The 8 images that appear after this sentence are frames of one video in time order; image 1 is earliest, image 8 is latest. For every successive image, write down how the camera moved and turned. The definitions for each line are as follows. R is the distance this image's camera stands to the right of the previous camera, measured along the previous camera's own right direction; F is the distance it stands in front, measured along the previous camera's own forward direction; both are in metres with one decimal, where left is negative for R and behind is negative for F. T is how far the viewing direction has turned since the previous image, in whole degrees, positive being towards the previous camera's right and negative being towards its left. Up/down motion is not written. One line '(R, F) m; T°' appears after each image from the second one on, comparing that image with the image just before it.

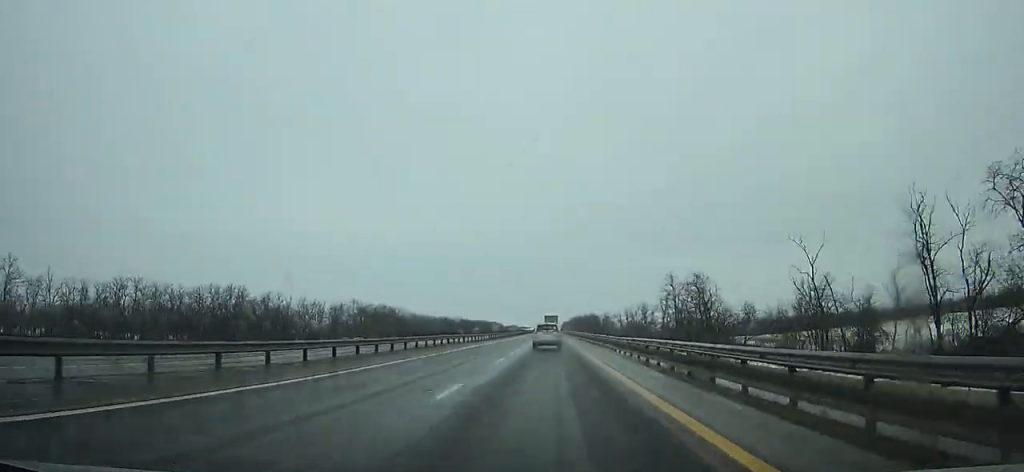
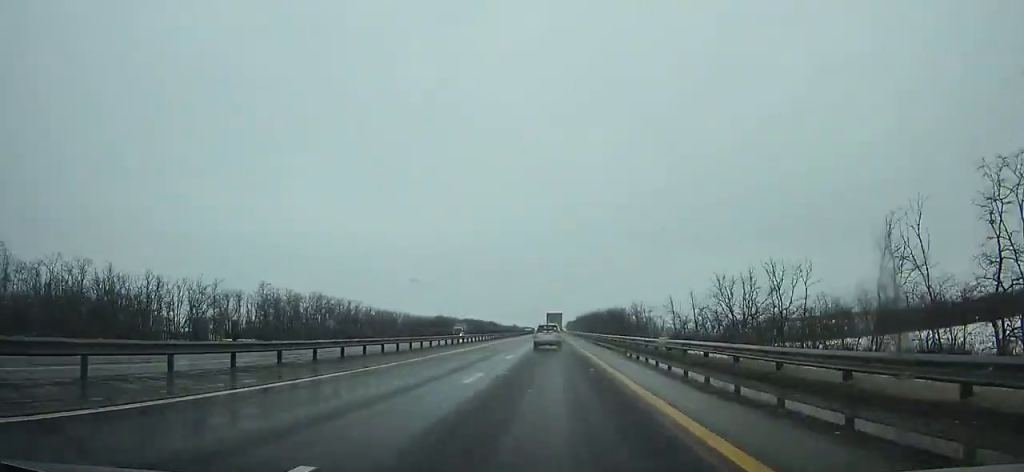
(0.0, +78.8) m; 0°
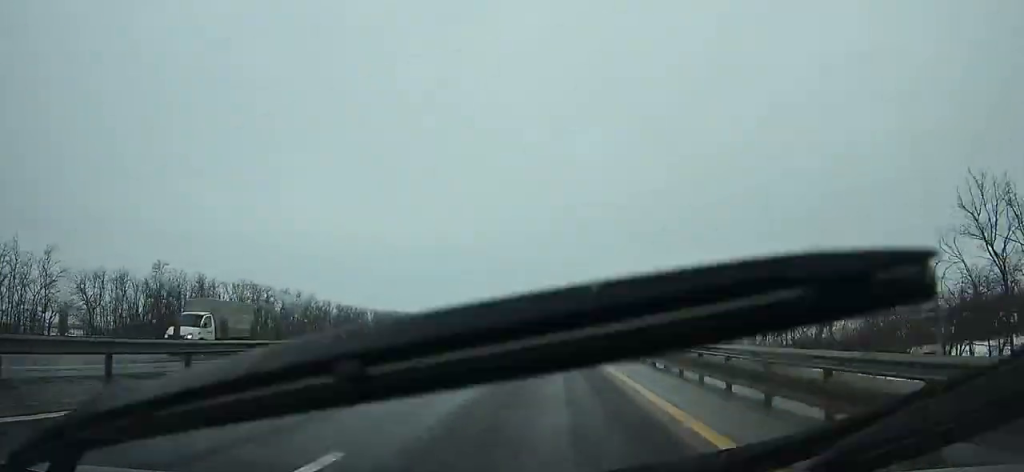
(0.0, +47.6) m; 0°
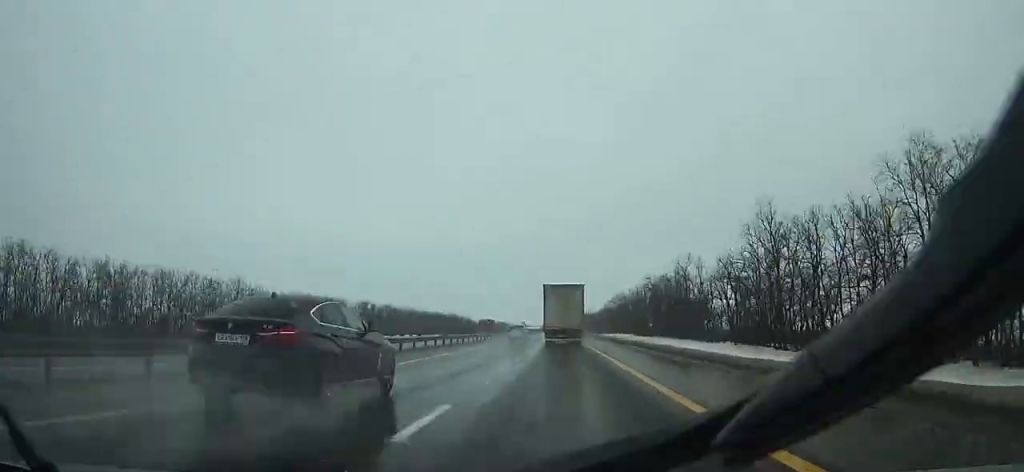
(-1.6, +249.2) m; -1°
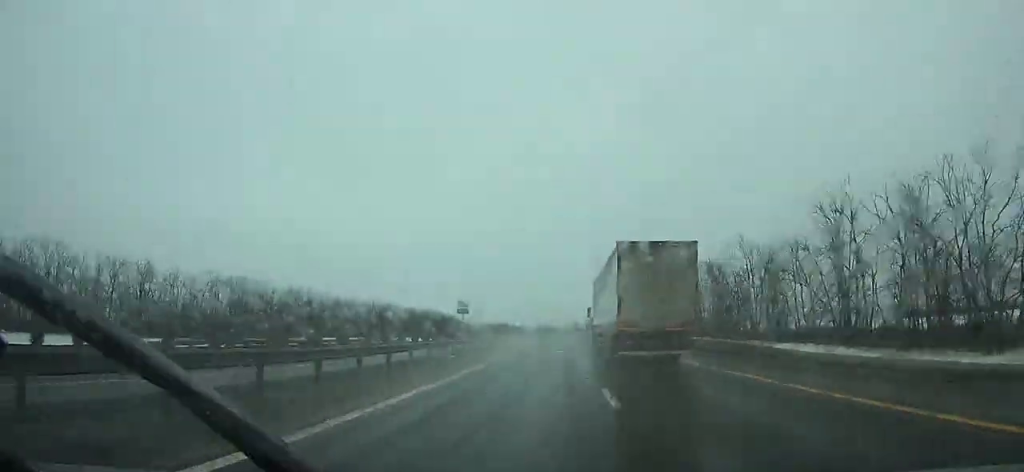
(-0.3, +104.2) m; 0°
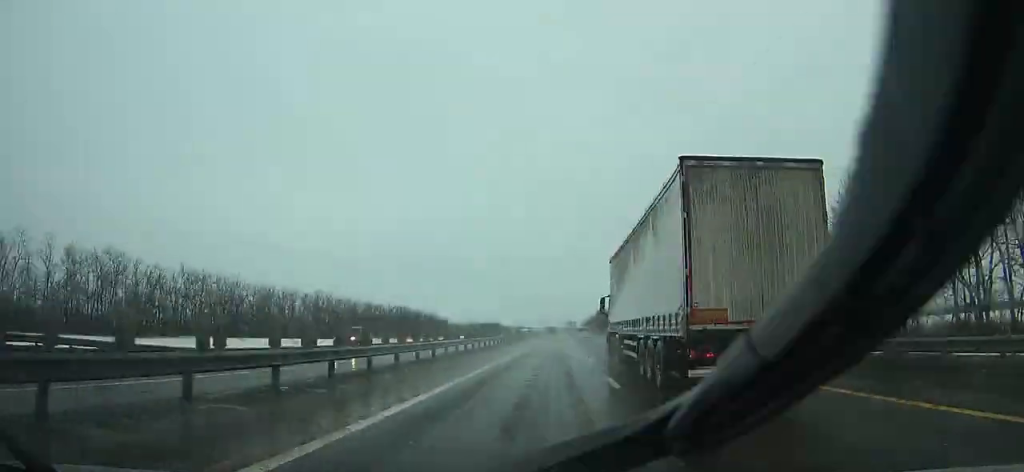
(+0.1, +43.2) m; 0°
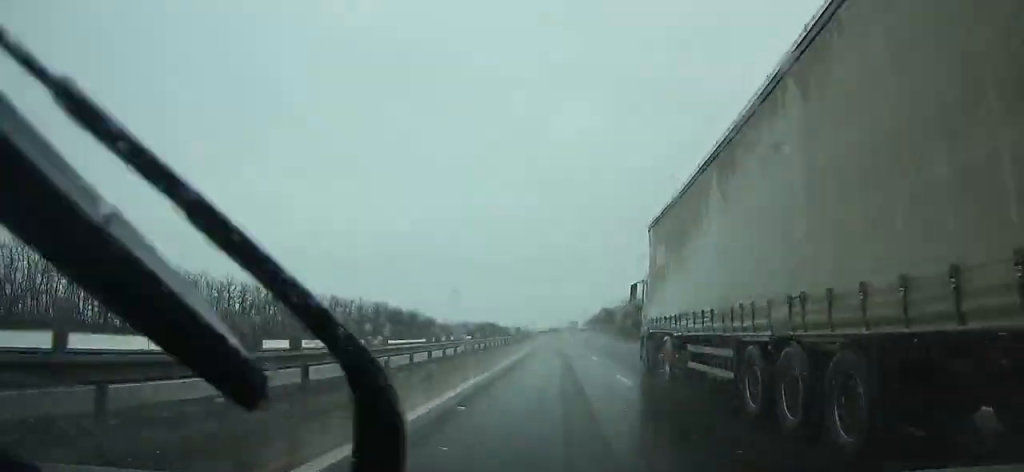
(+0.1, +35.6) m; 0°
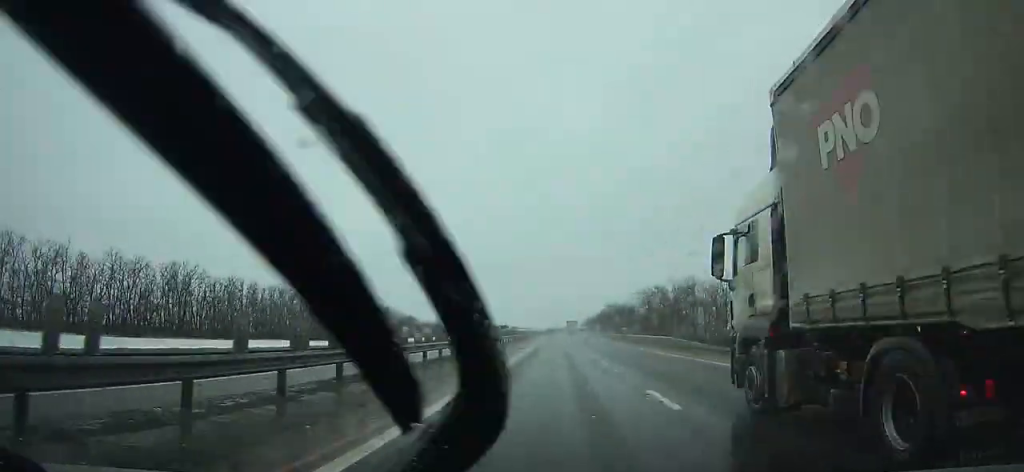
(-0.1, +38.5) m; 0°
